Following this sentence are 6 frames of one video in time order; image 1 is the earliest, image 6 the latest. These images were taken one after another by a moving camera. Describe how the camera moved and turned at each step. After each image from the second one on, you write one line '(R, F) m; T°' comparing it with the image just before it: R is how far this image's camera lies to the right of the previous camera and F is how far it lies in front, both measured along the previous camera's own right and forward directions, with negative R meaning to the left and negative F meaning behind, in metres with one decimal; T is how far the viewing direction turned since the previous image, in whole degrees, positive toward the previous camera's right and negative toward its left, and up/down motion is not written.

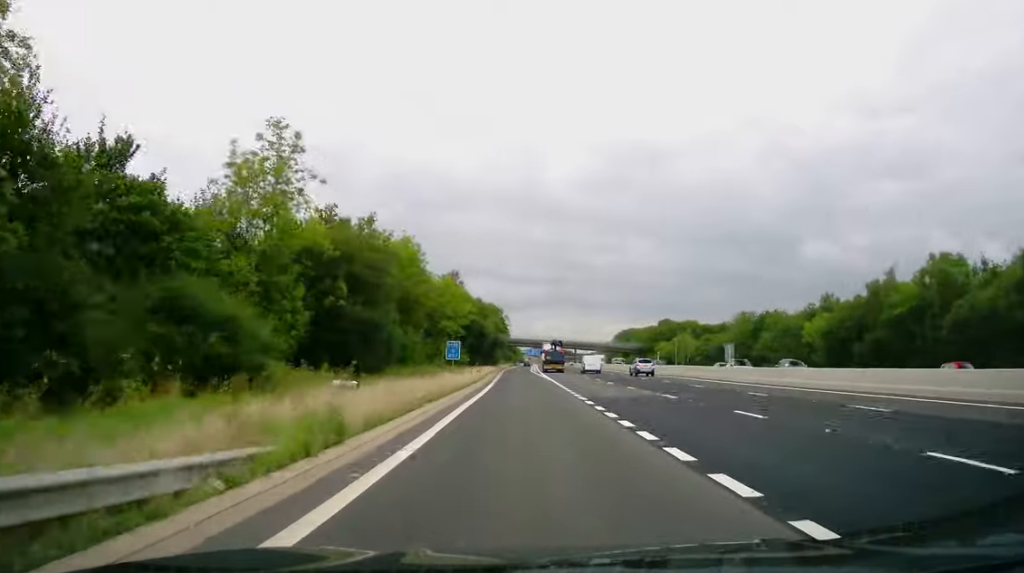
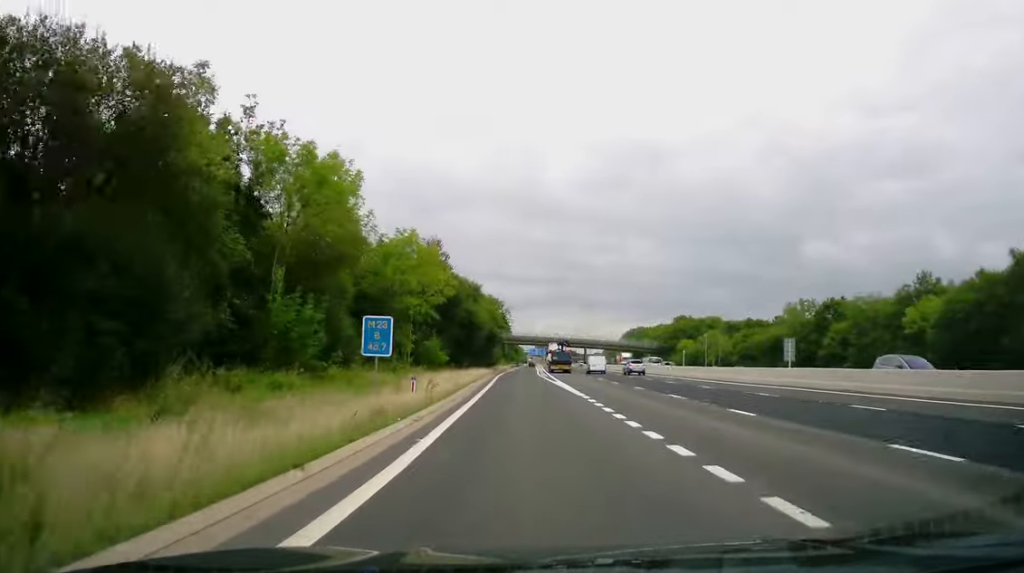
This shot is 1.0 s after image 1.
(-0.2, +24.9) m; -1°
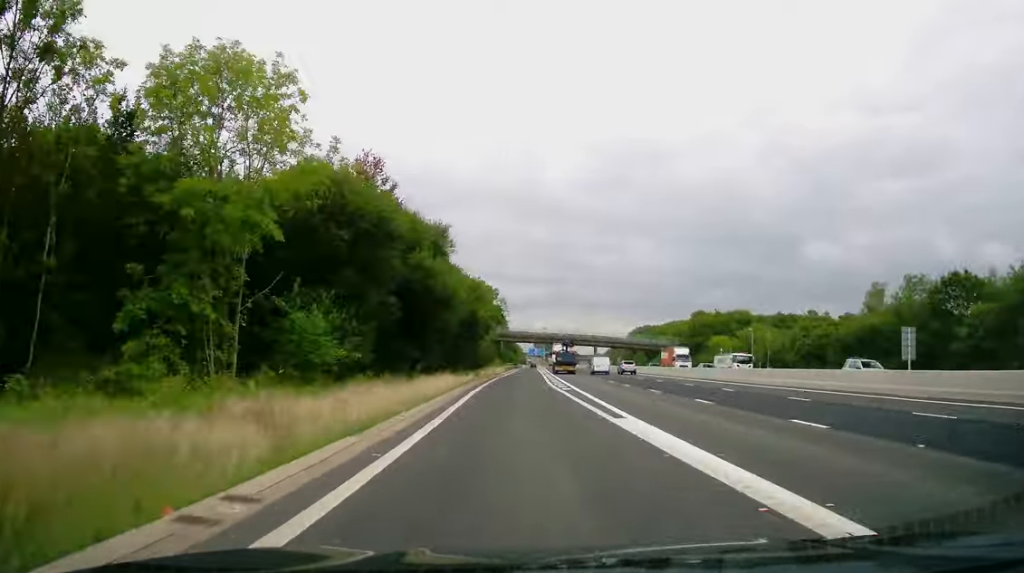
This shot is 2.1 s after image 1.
(-0.1, +29.5) m; 0°
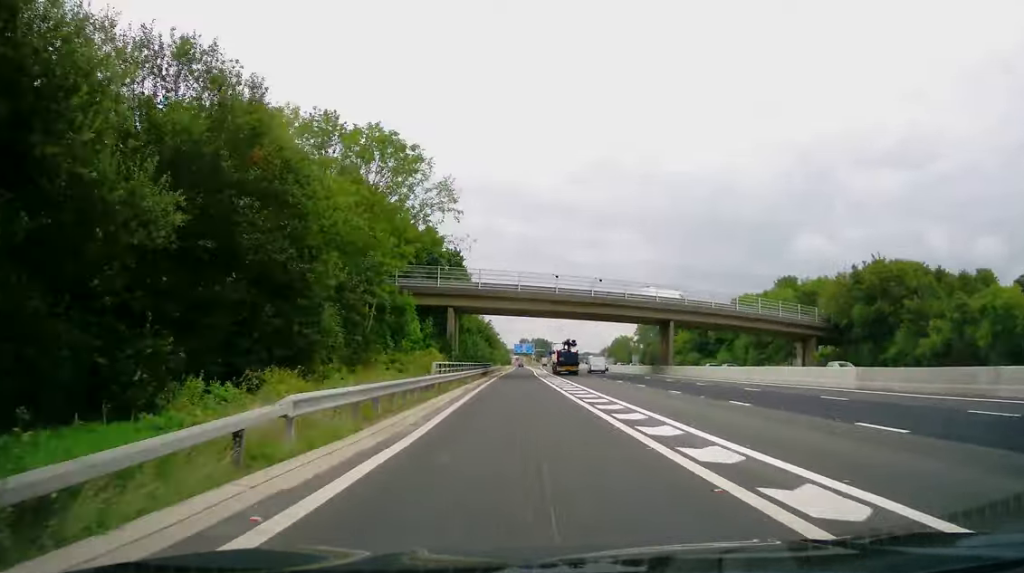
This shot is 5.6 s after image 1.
(+1.5, +89.6) m; +2°
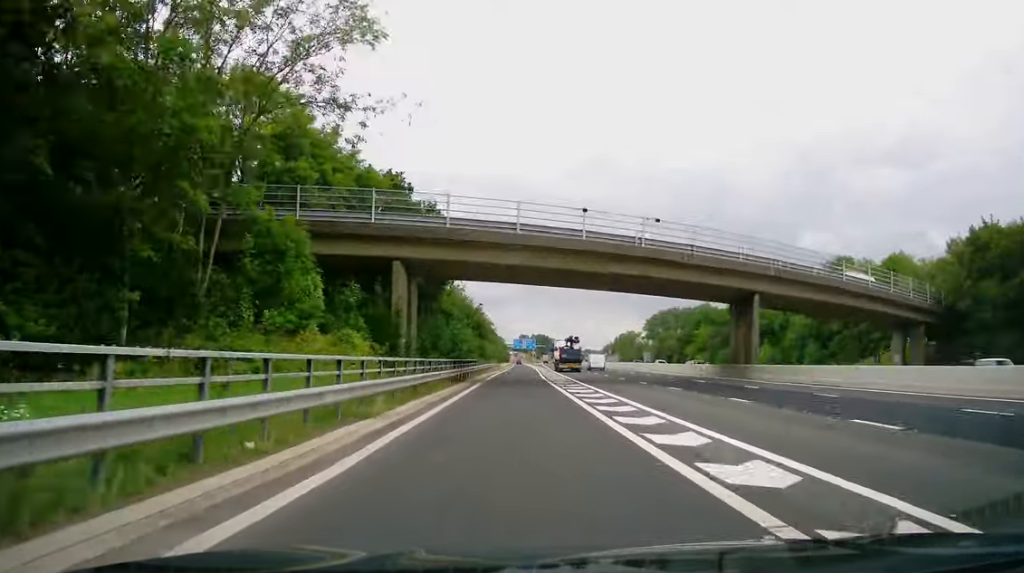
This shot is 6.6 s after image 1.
(-0.3, +25.7) m; -1°
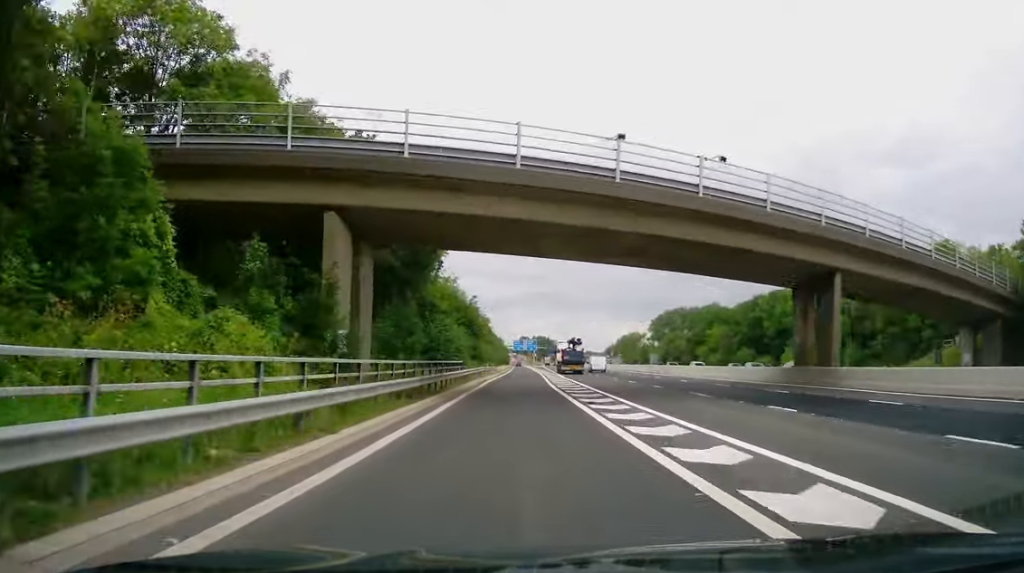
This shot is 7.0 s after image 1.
(0.0, +12.1) m; 0°
